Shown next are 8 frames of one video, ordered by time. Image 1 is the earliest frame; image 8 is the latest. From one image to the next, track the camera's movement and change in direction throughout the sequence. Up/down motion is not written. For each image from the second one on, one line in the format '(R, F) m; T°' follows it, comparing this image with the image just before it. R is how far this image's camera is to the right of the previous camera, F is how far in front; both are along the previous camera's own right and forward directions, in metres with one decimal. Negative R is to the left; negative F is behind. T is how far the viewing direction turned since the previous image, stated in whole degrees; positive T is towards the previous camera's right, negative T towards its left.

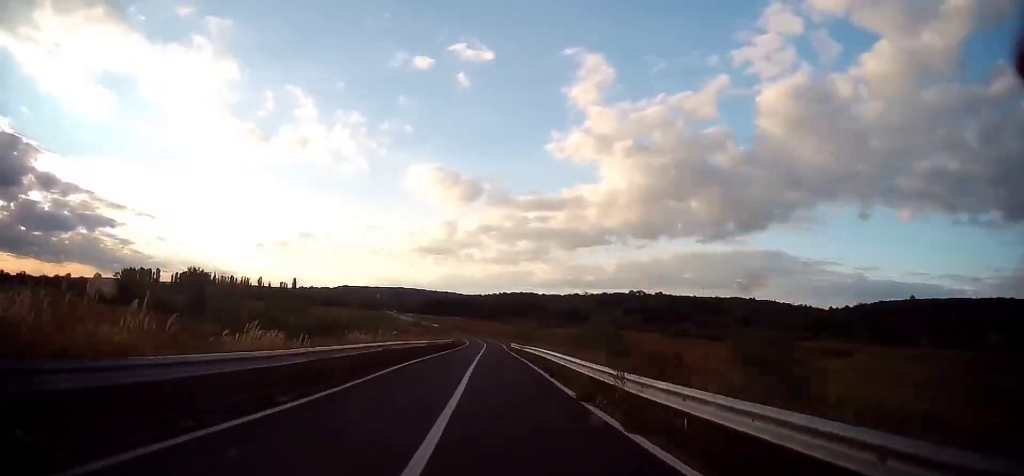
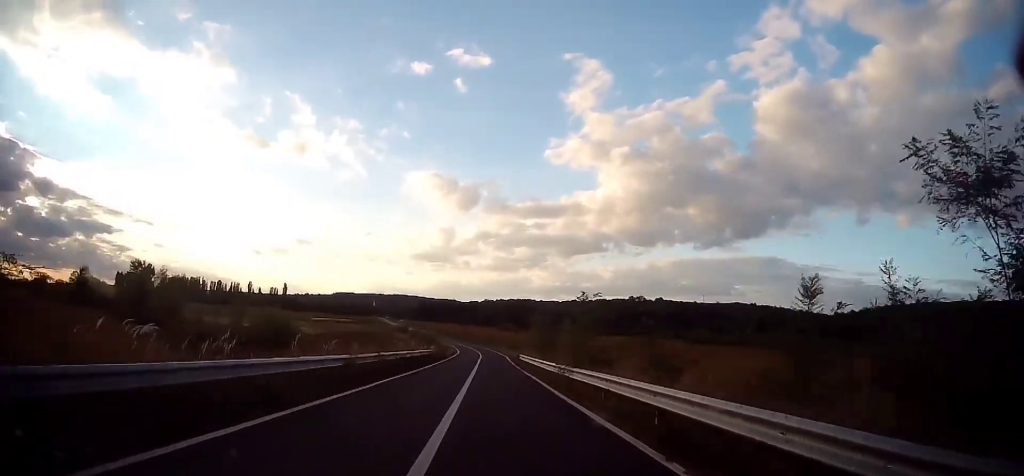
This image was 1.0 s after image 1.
(-0.1, +19.9) m; -1°
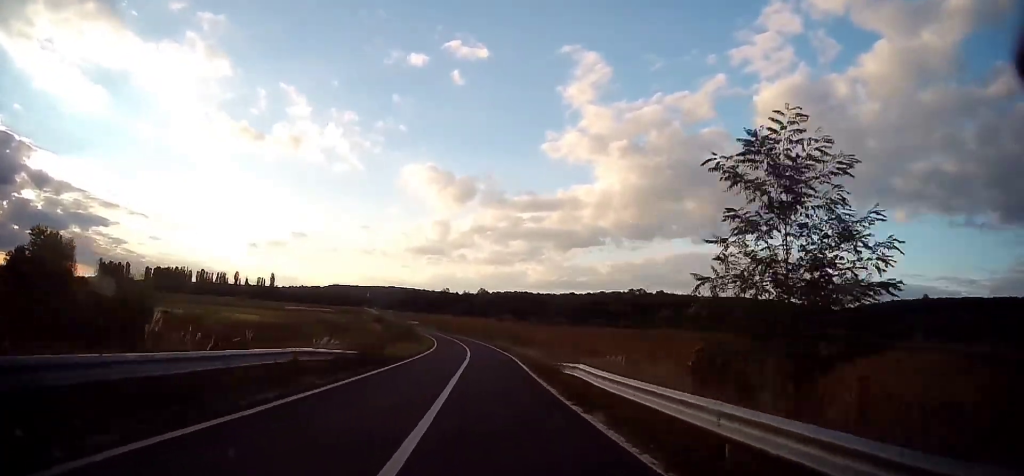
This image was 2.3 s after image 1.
(-0.4, +25.7) m; 0°
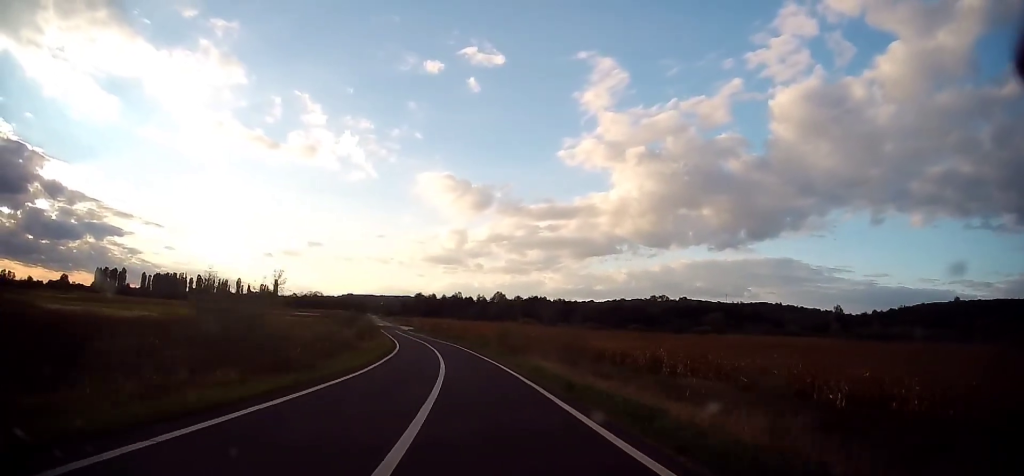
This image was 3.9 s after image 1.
(+0.6, +34.0) m; -1°
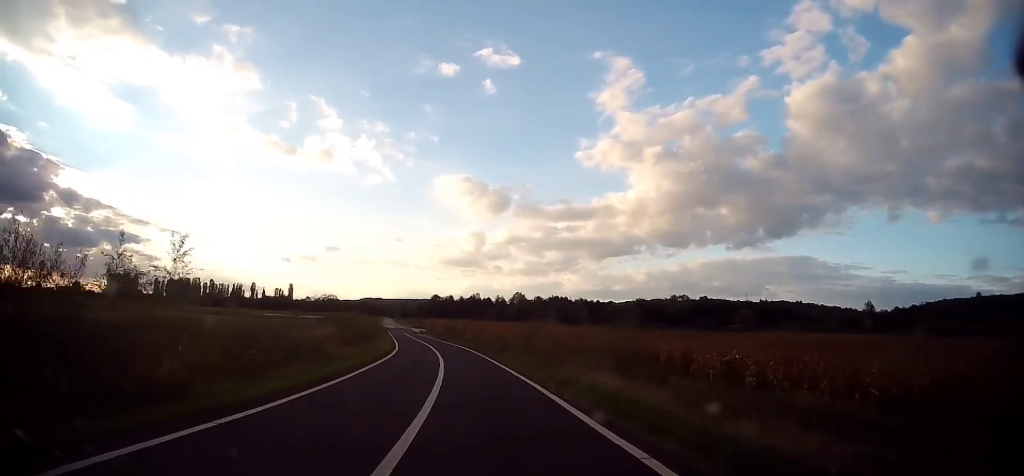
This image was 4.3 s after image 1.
(+0.1, +8.8) m; -1°
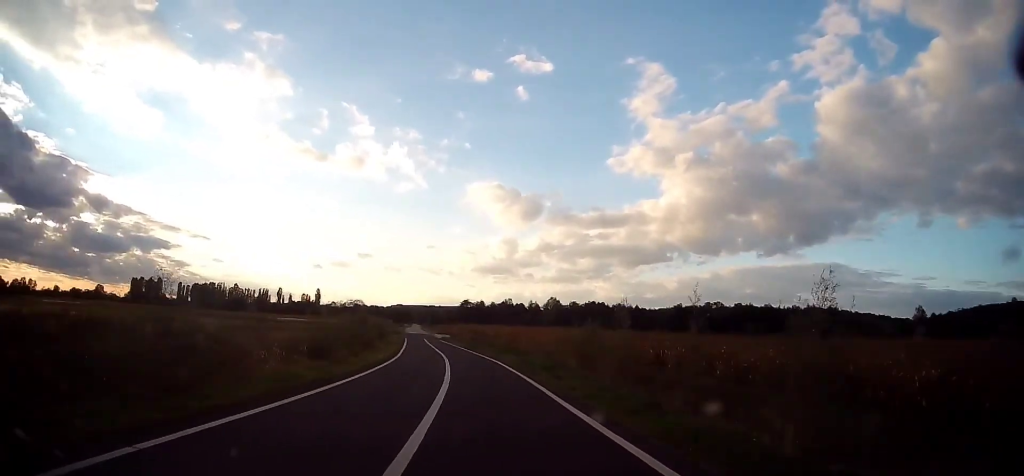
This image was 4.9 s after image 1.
(-0.6, +12.4) m; -3°
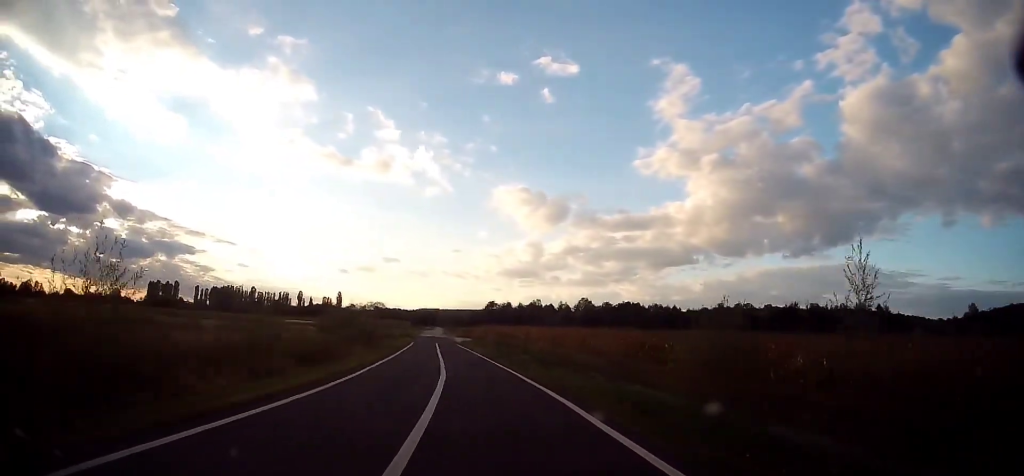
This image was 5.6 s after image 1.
(-0.4, +15.3) m; -3°
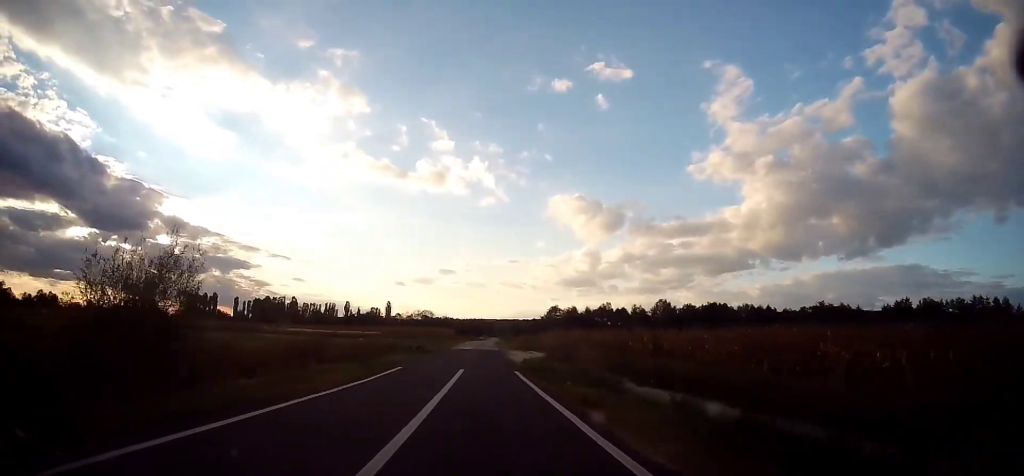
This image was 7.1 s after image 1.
(-1.5, +31.8) m; -6°
